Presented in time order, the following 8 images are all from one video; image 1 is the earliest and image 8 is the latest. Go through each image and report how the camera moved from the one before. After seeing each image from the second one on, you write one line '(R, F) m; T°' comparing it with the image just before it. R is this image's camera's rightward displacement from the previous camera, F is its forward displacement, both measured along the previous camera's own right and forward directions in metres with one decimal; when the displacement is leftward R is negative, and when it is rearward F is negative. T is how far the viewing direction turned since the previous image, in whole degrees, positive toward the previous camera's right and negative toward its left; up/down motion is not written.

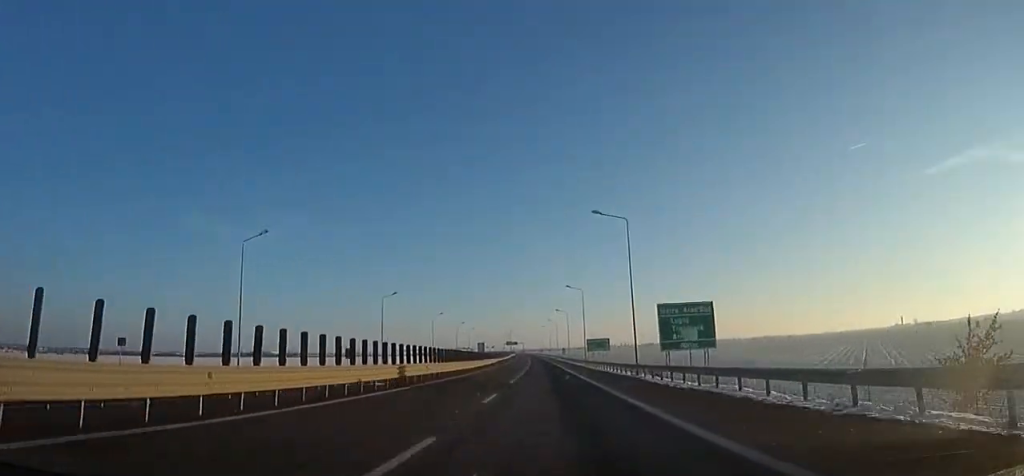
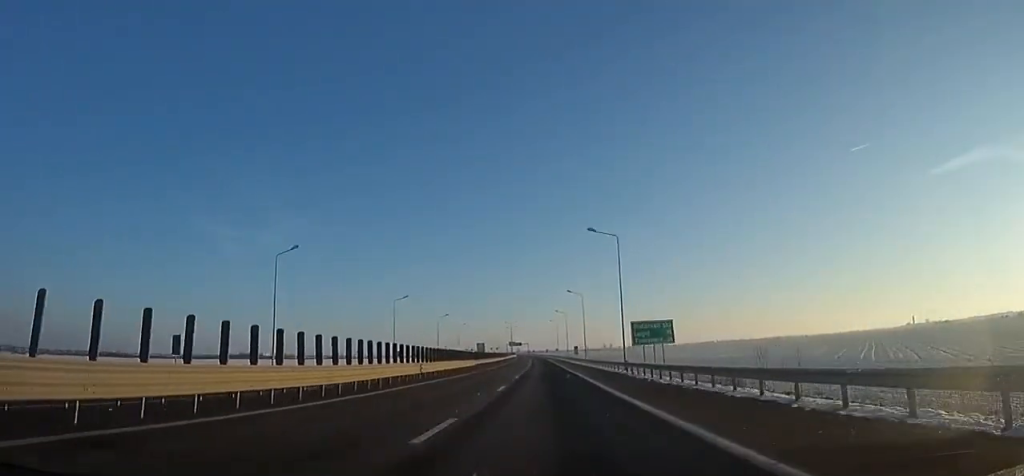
(-0.1, +30.0) m; -1°
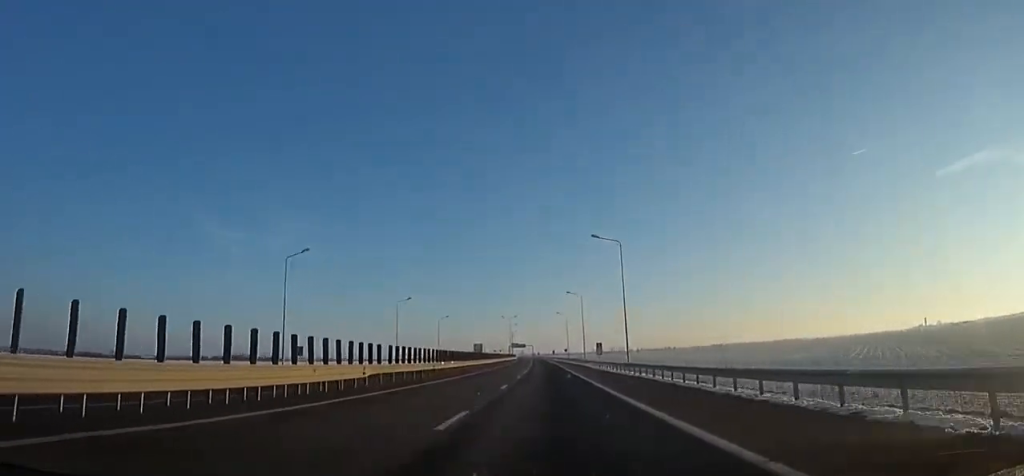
(-0.3, +33.7) m; -1°
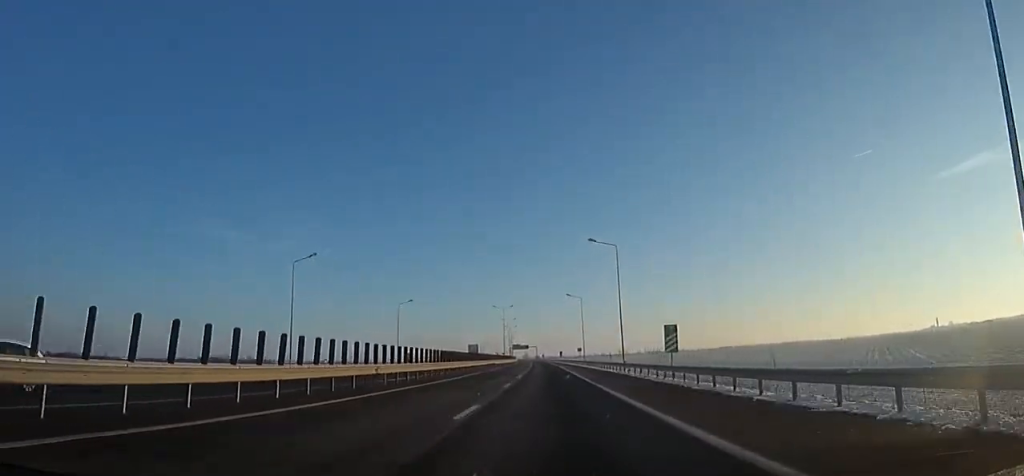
(-0.2, +33.5) m; -1°
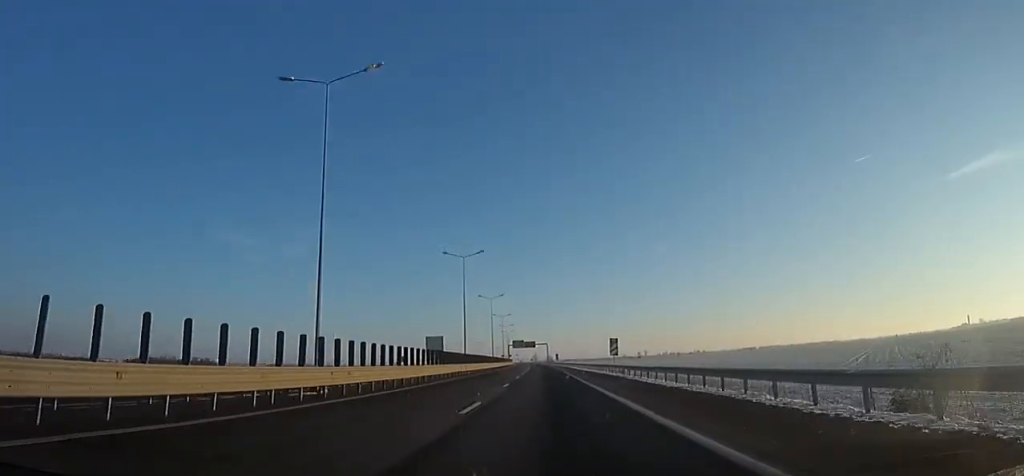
(-1.4, +92.9) m; -1°
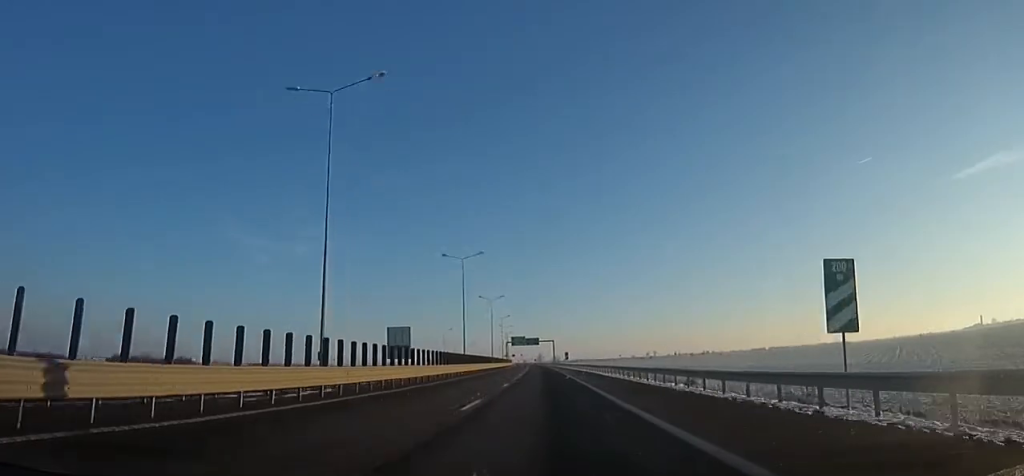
(0.0, +34.3) m; 0°
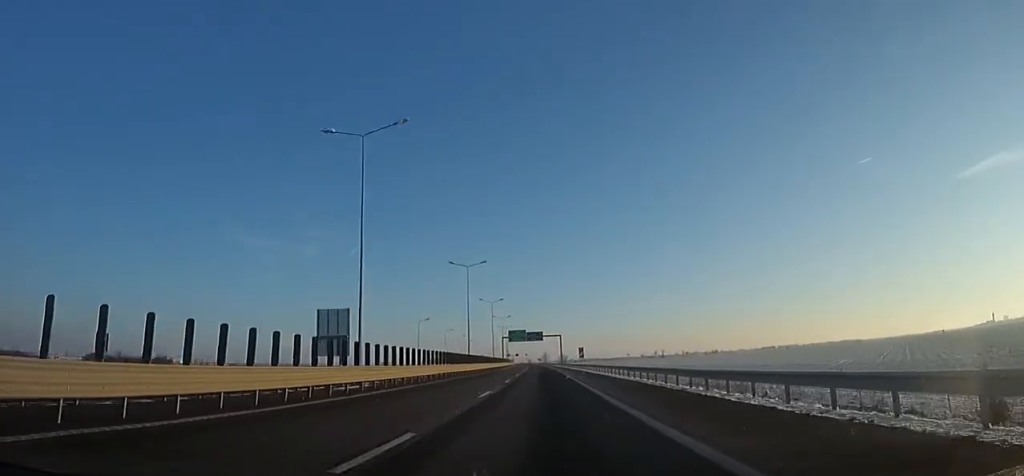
(-0.7, +30.8) m; 0°
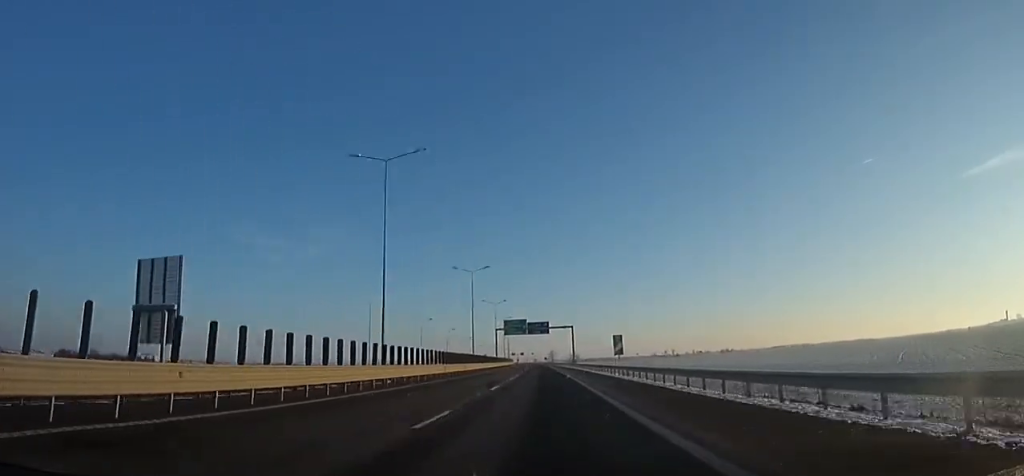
(0.0, +31.7) m; -1°
